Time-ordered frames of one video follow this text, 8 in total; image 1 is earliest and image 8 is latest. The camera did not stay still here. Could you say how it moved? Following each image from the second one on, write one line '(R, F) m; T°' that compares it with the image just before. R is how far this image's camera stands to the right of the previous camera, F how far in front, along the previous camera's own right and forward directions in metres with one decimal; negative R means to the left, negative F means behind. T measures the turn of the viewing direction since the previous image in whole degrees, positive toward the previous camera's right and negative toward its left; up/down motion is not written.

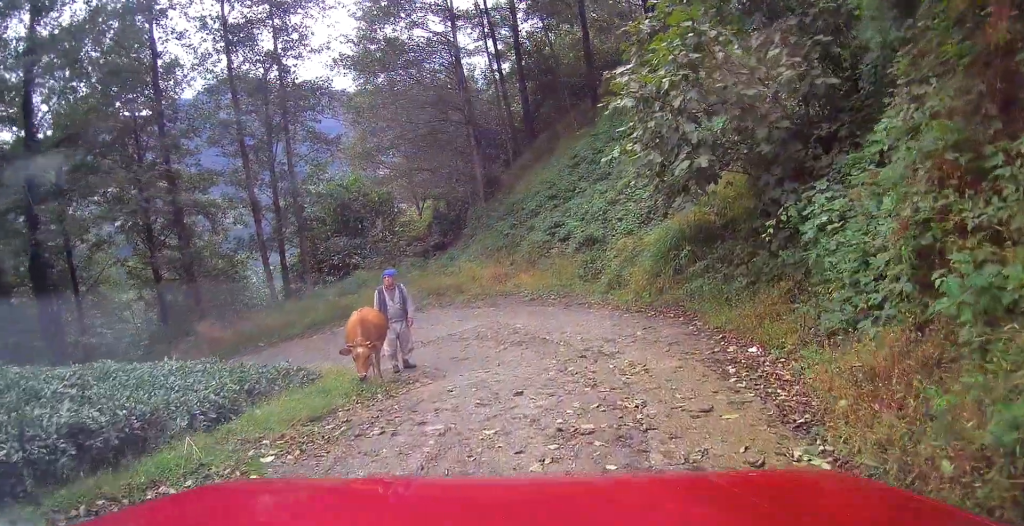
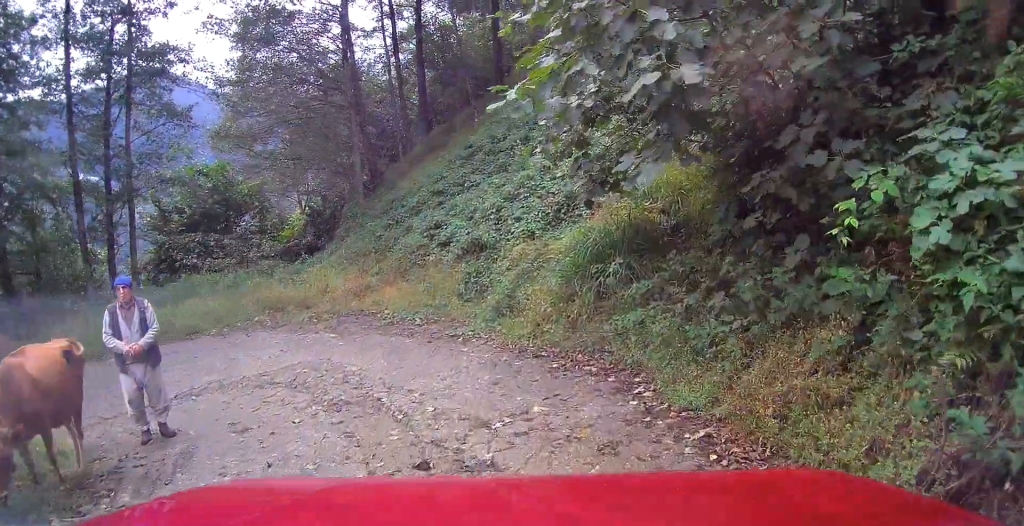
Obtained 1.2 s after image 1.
(+0.4, +4.0) m; +6°
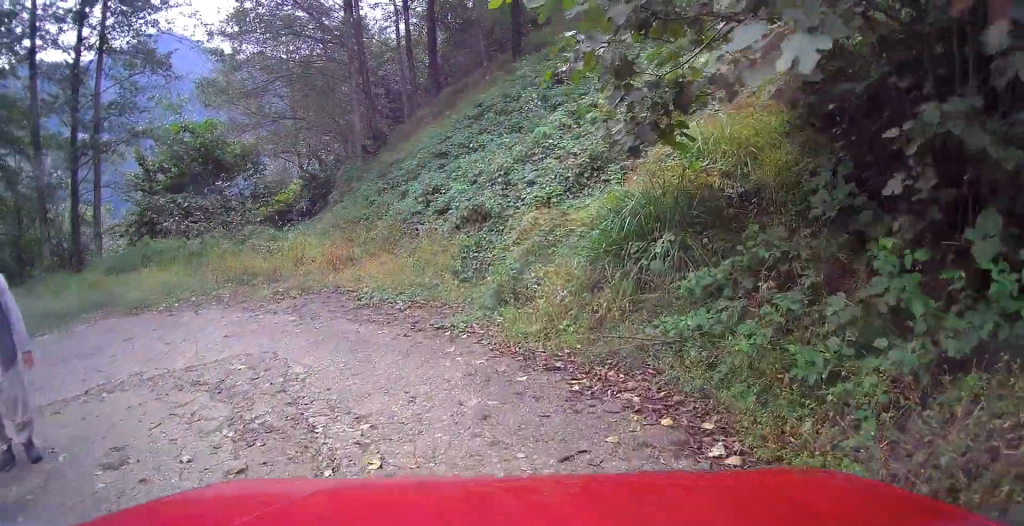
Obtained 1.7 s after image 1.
(0.0, +1.9) m; -8°
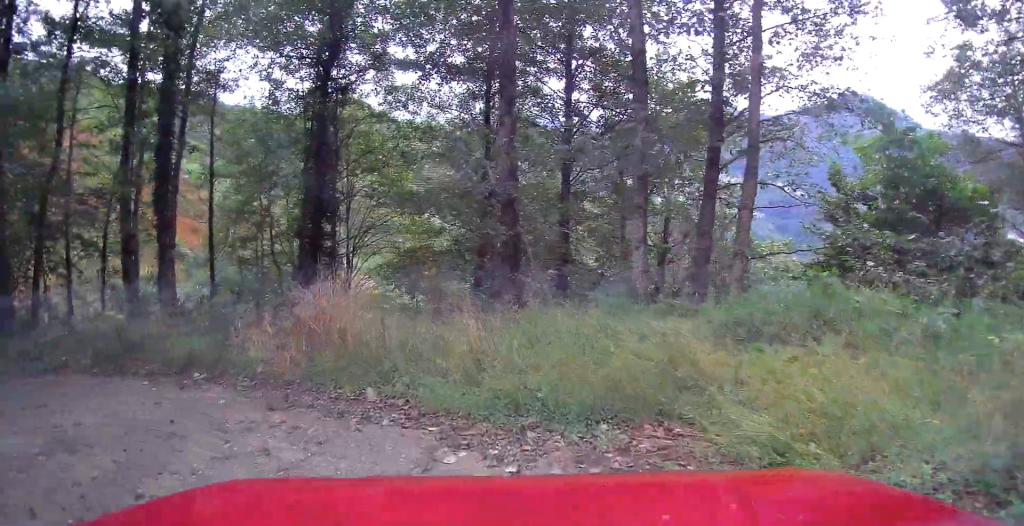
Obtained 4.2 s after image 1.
(-3.3, +6.5) m; -57°
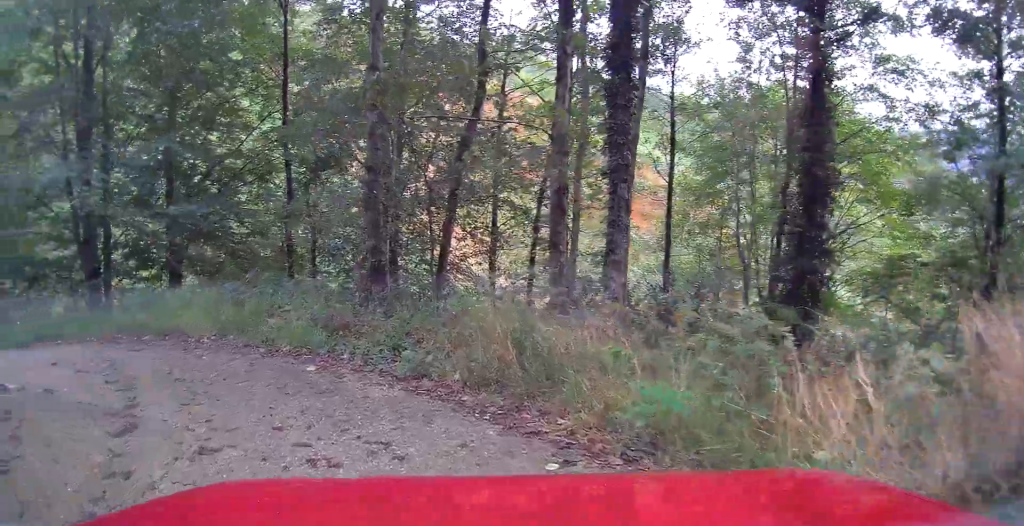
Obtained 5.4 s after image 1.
(-0.7, +3.2) m; -34°
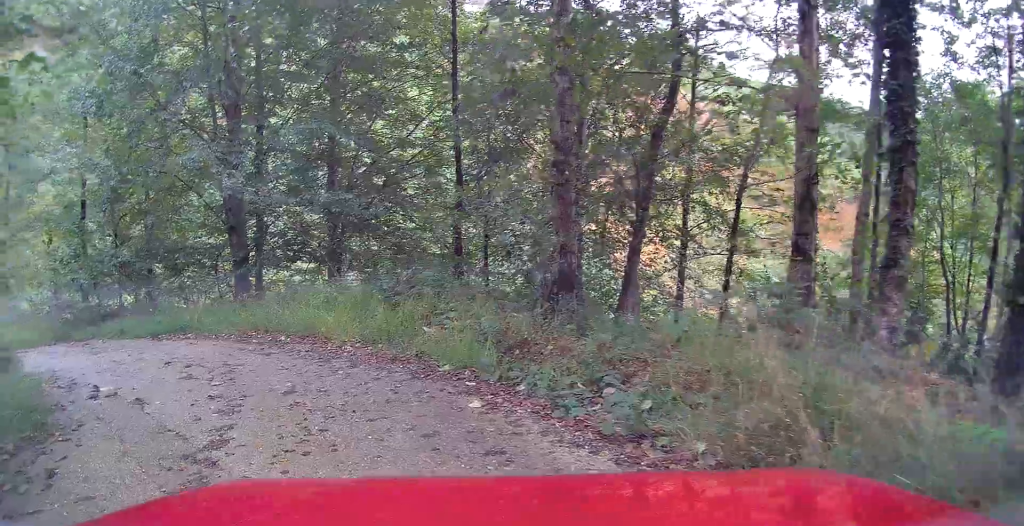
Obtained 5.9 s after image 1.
(-0.4, +1.5) m; -18°
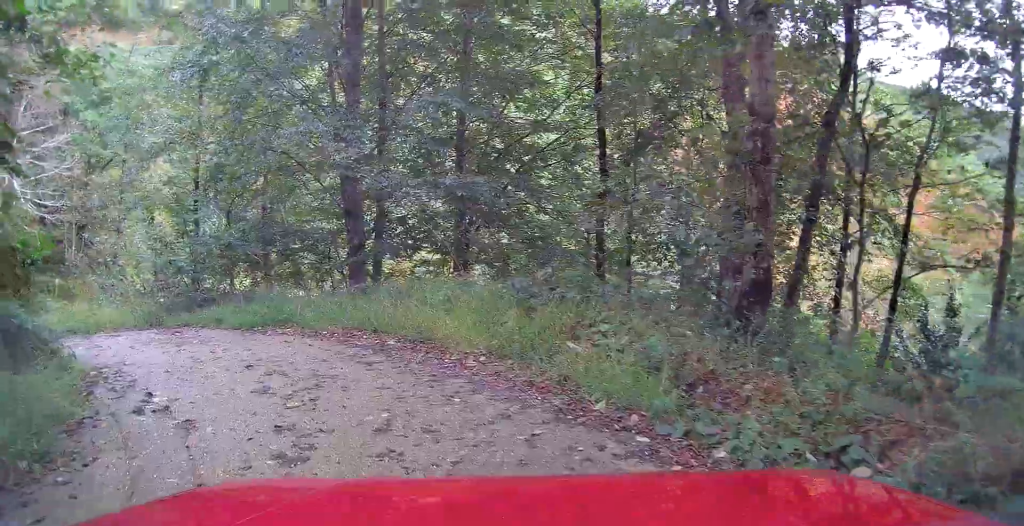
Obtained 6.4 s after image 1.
(-0.2, +1.4) m; -13°
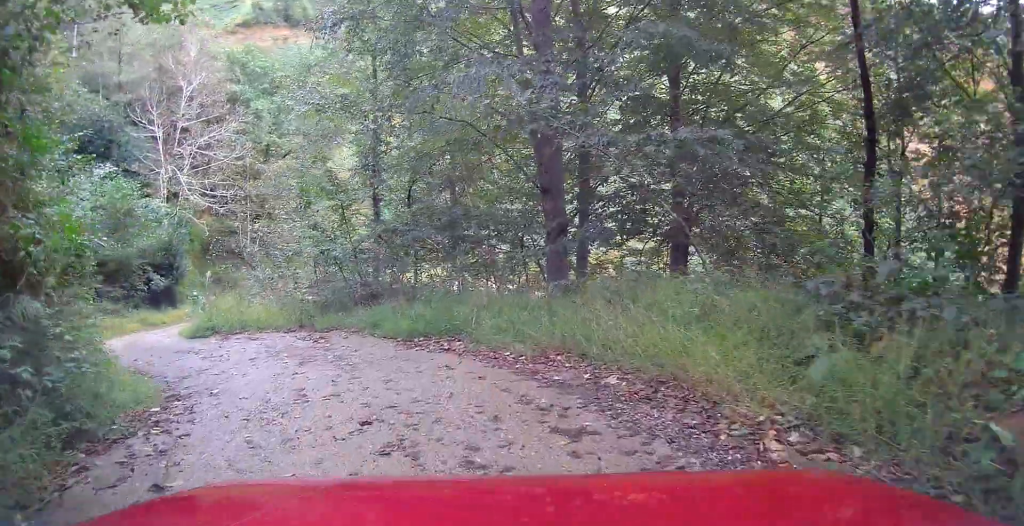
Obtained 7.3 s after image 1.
(-0.5, +2.8) m; -12°
